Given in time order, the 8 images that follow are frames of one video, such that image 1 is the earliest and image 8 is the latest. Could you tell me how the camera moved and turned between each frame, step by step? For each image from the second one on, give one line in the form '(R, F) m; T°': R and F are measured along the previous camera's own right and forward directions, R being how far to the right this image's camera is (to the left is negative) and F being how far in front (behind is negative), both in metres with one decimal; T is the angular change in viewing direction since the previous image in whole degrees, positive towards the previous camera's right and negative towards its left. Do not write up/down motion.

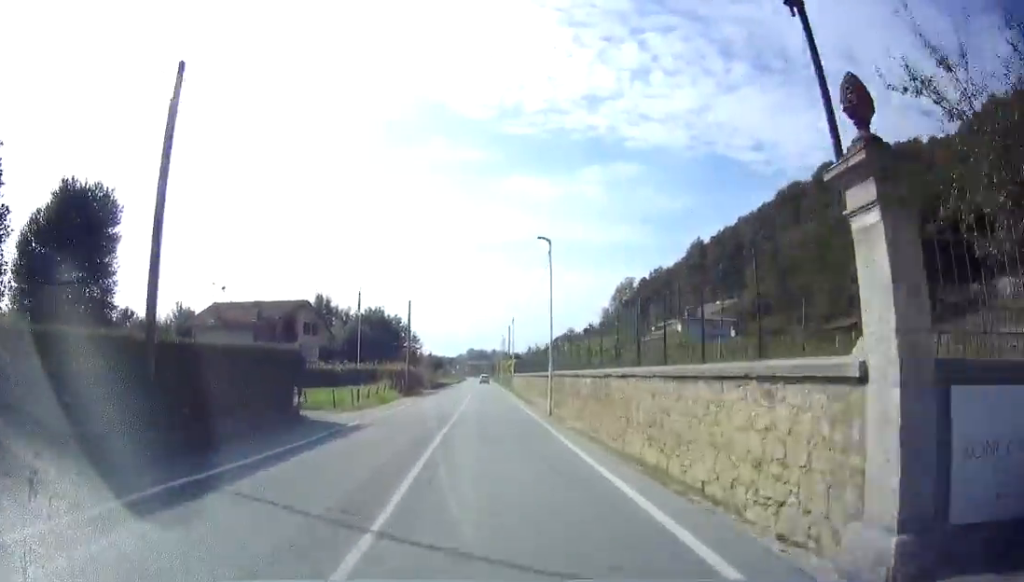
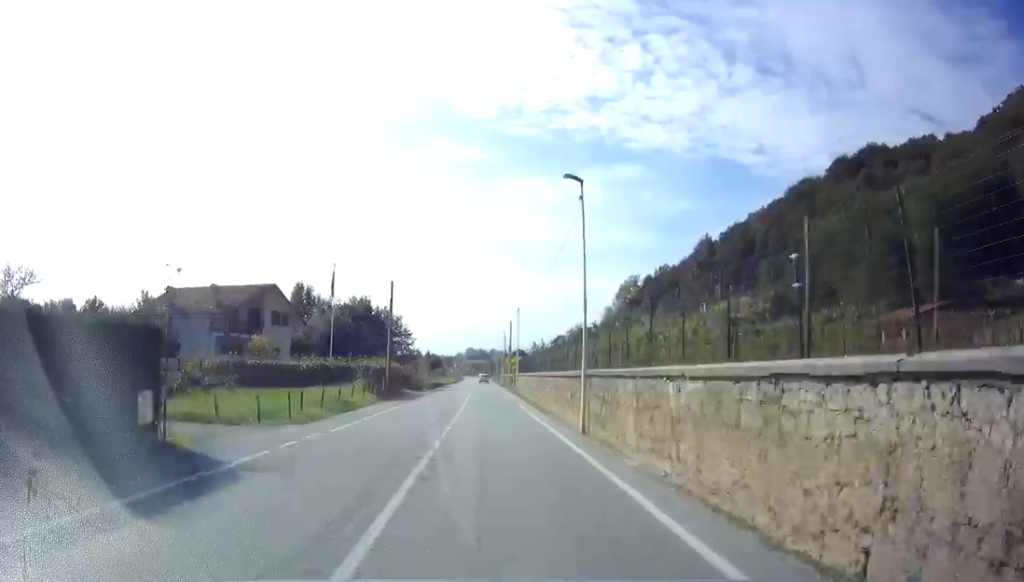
(0.0, +8.5) m; 0°
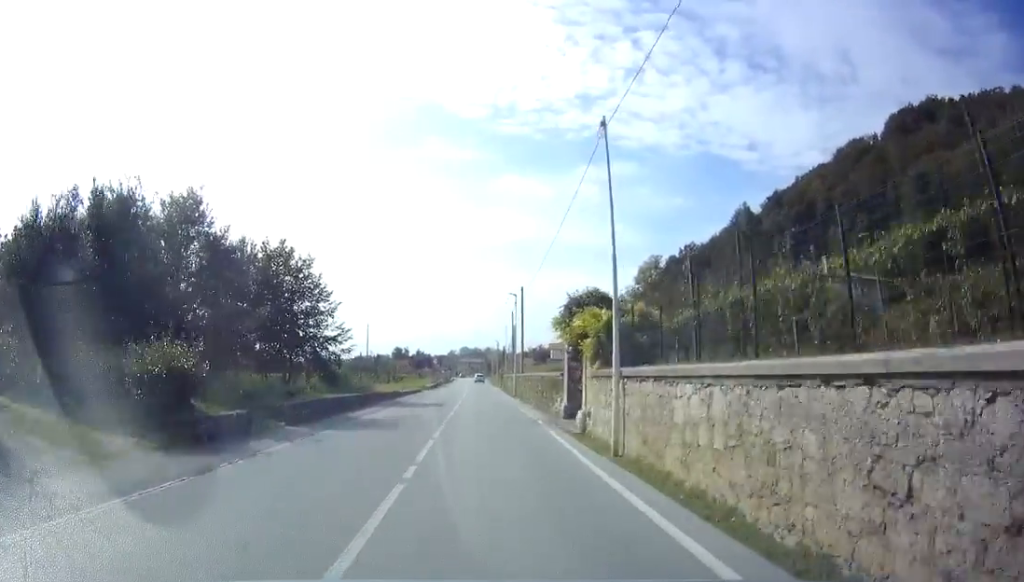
(-0.3, +38.6) m; -2°
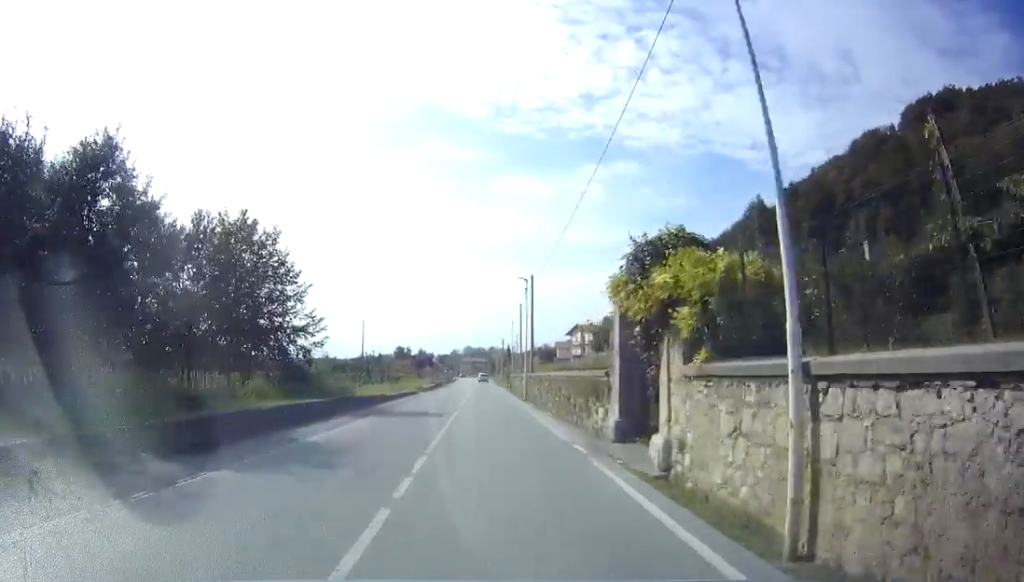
(-0.2, +7.2) m; 0°
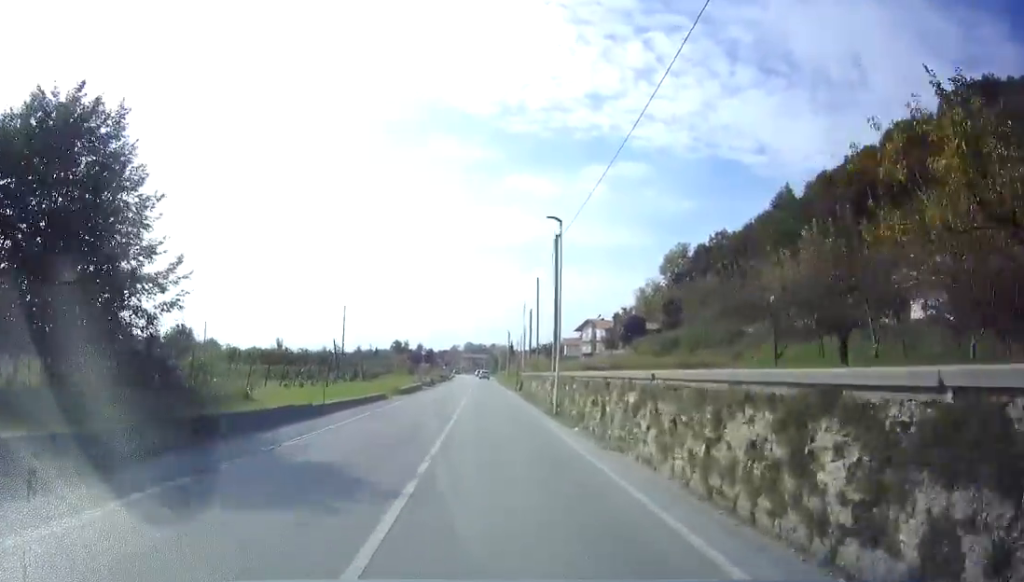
(+0.2, +15.5) m; +2°
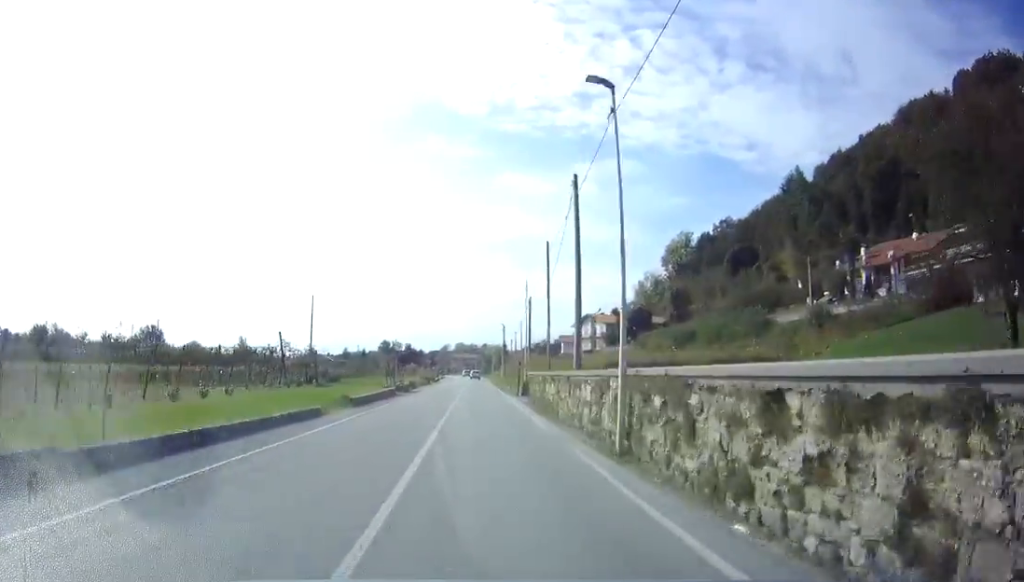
(+0.2, +11.6) m; +1°
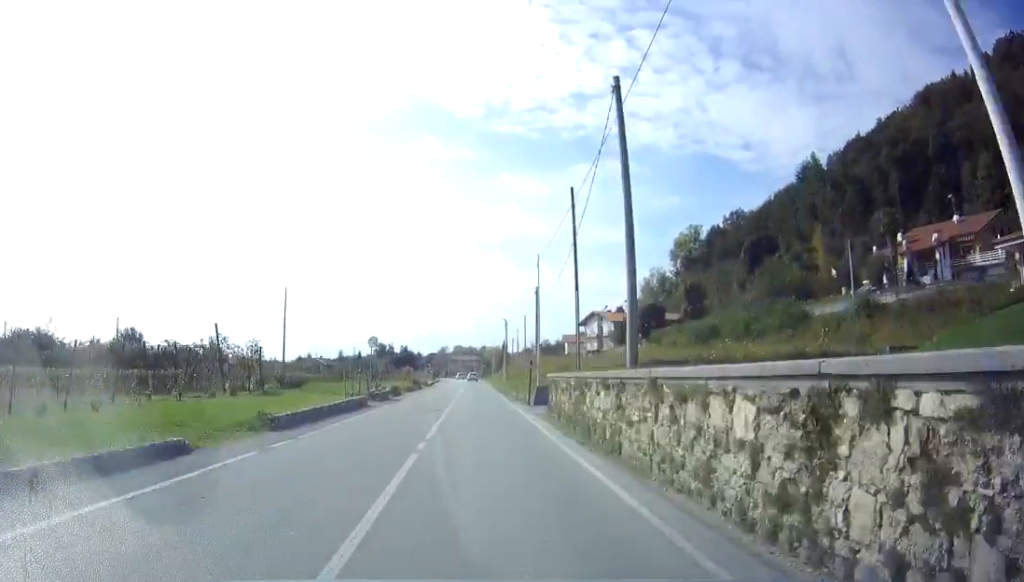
(+0.2, +9.4) m; 0°
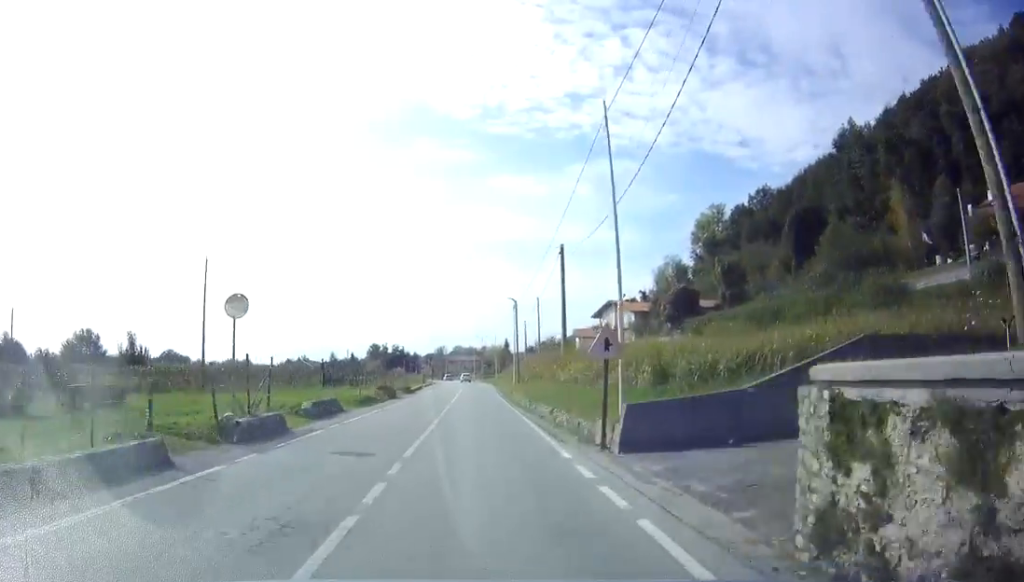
(-0.3, +18.5) m; -1°
